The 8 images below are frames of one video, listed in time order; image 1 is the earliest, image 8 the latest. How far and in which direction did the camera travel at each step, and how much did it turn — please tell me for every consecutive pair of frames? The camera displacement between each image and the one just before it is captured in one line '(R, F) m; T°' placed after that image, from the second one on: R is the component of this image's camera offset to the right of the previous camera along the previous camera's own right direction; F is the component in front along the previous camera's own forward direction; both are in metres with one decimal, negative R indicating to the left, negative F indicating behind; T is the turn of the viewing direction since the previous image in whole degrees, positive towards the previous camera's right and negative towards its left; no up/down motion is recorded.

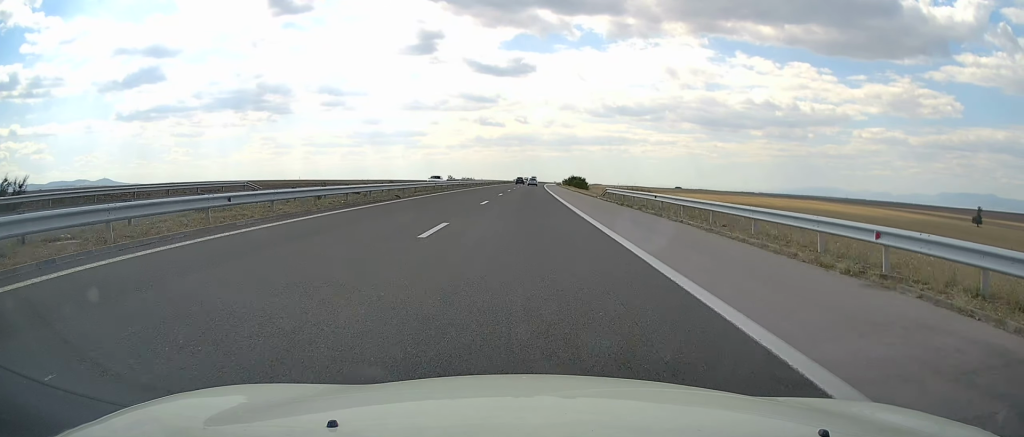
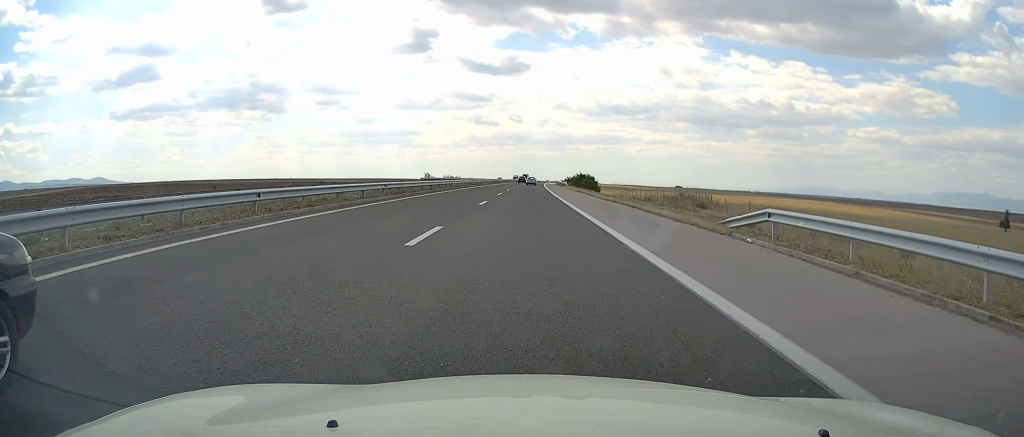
(-0.2, +33.3) m; +1°
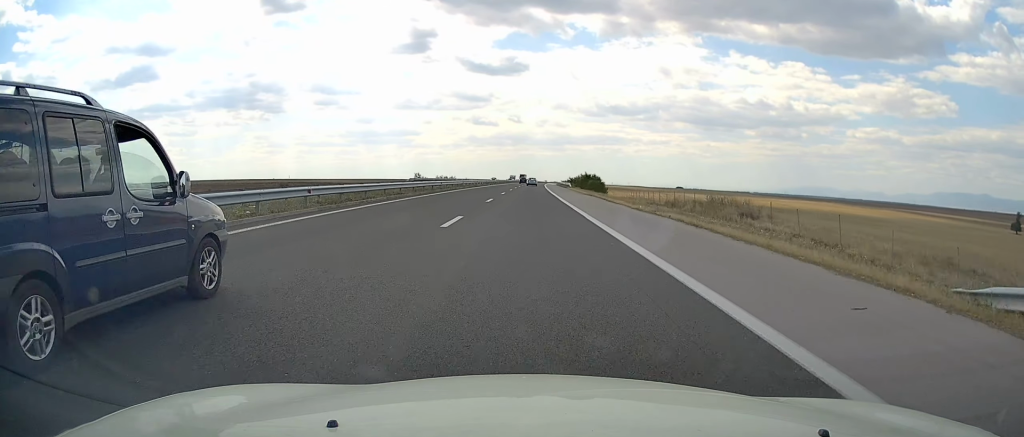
(0.0, +11.8) m; 0°
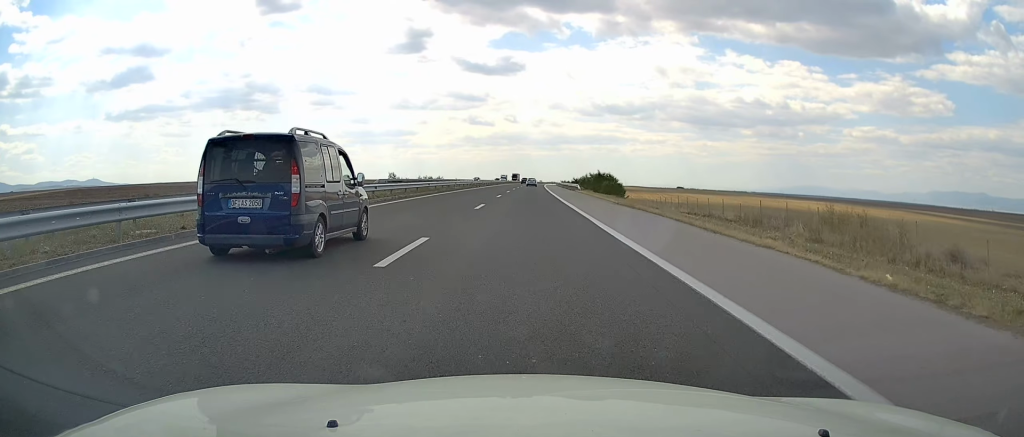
(+0.7, +22.6) m; +1°
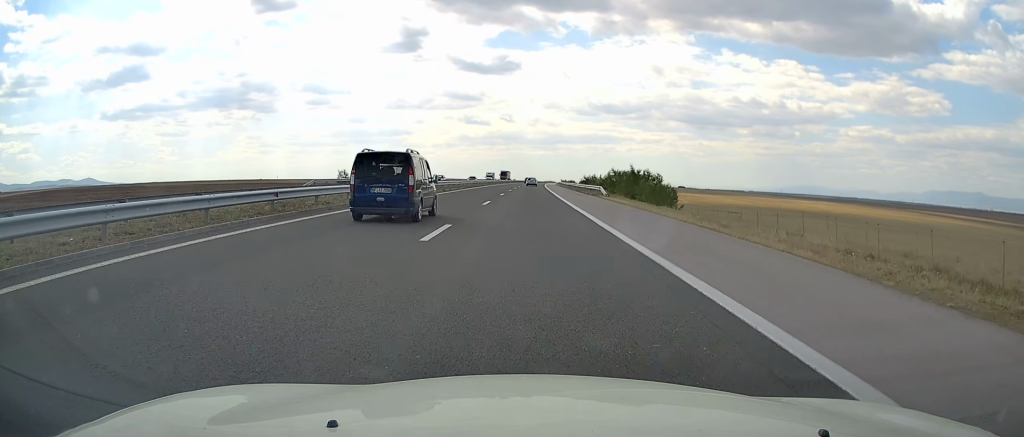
(-0.4, +28.5) m; -1°
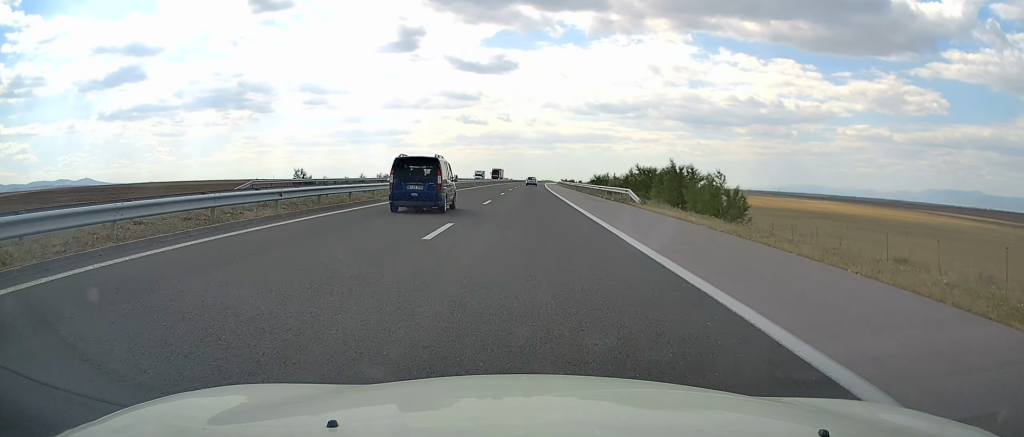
(0.0, +15.7) m; 0°
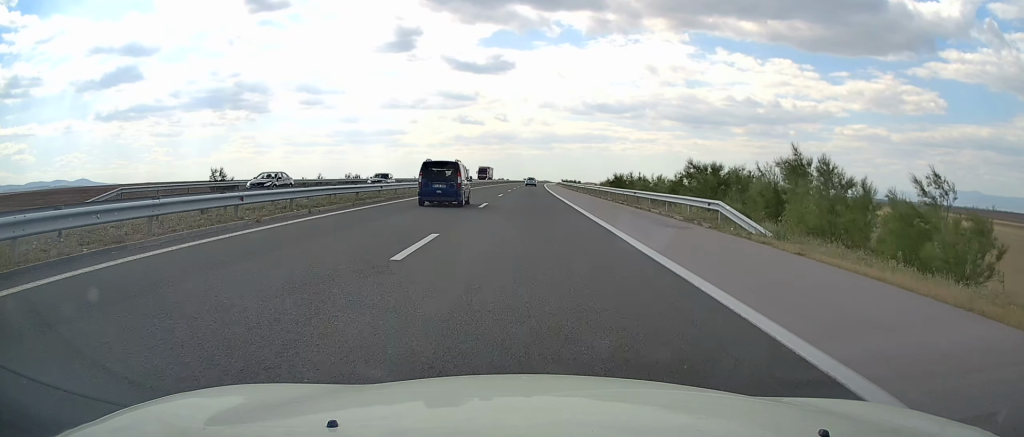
(0.0, +18.6) m; +1°
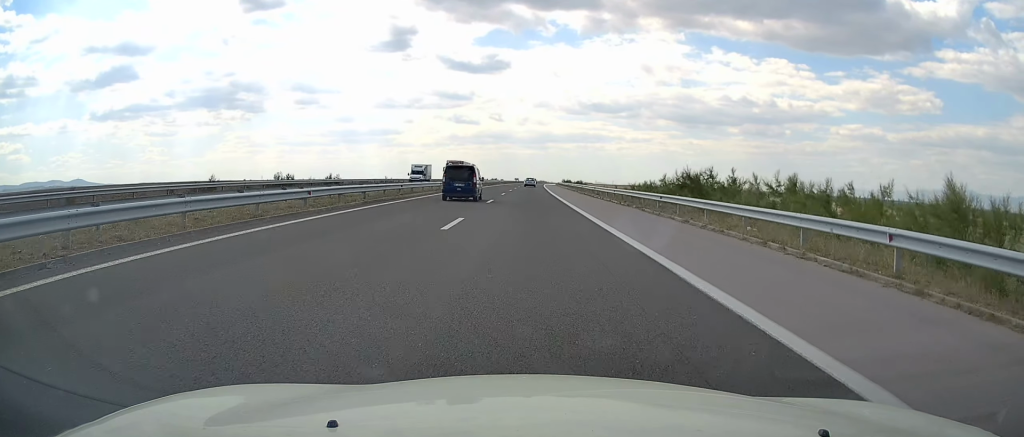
(+0.3, +26.5) m; +1°
